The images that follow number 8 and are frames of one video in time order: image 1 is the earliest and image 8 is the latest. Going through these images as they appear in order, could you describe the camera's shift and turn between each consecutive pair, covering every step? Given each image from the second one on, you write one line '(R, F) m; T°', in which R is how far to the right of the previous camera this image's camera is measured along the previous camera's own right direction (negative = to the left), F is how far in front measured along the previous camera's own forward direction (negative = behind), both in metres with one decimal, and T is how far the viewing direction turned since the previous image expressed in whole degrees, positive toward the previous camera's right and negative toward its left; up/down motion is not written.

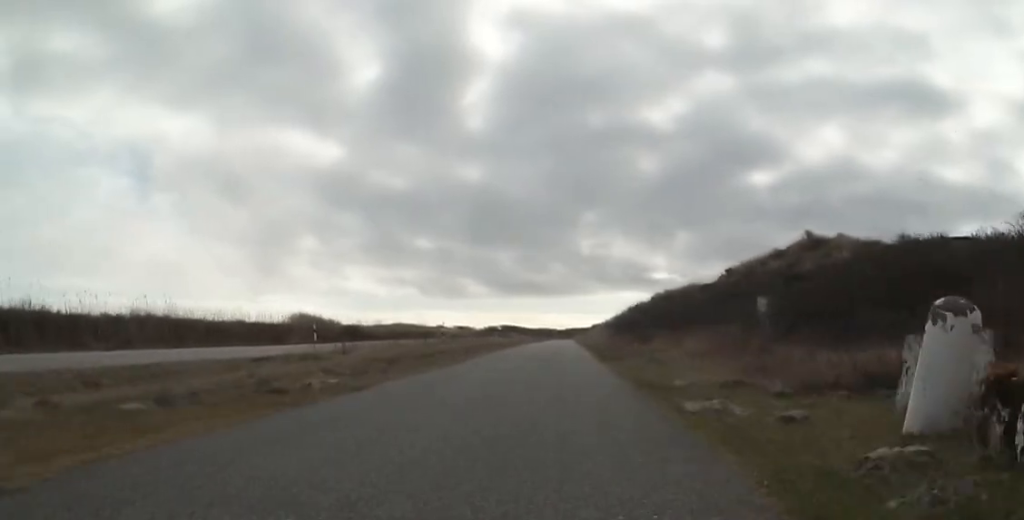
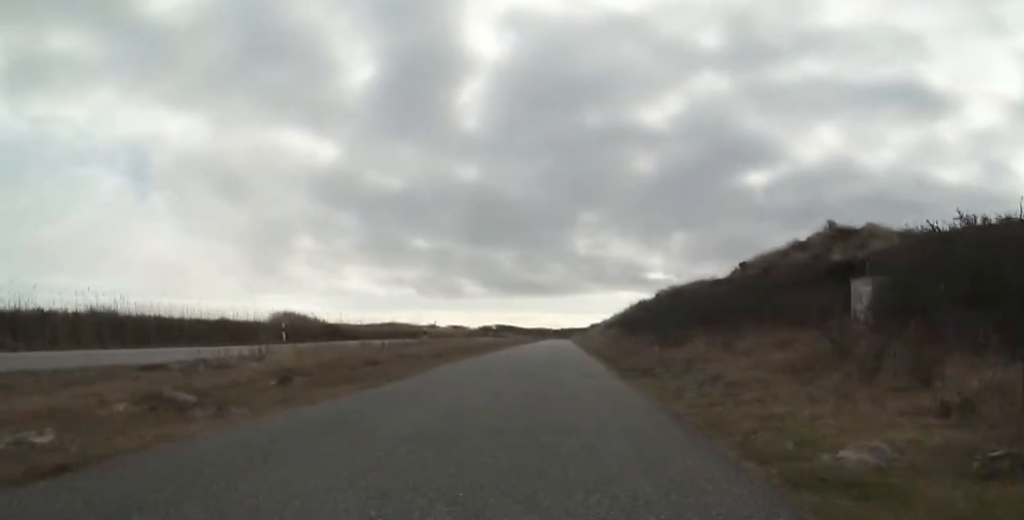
(0.0, +5.0) m; 0°
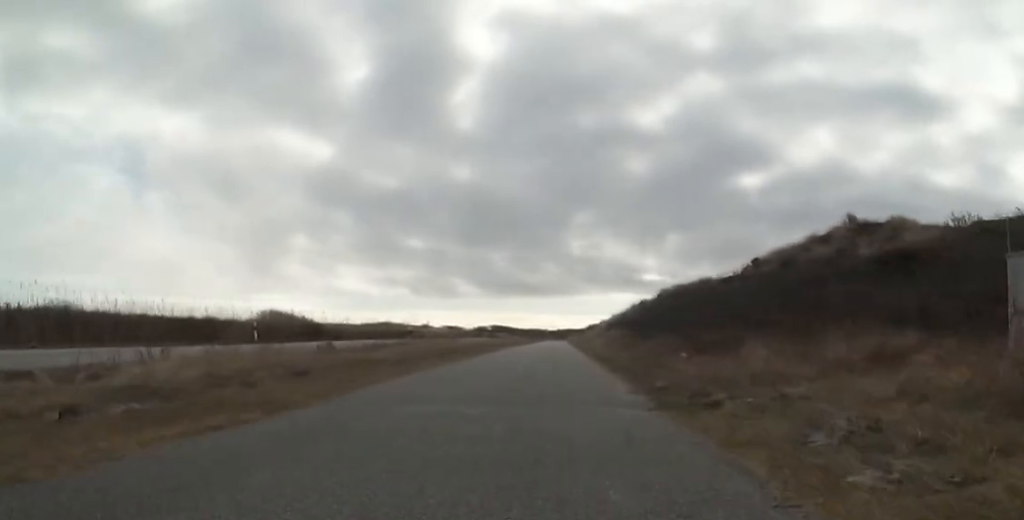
(-0.4, +3.8) m; 0°
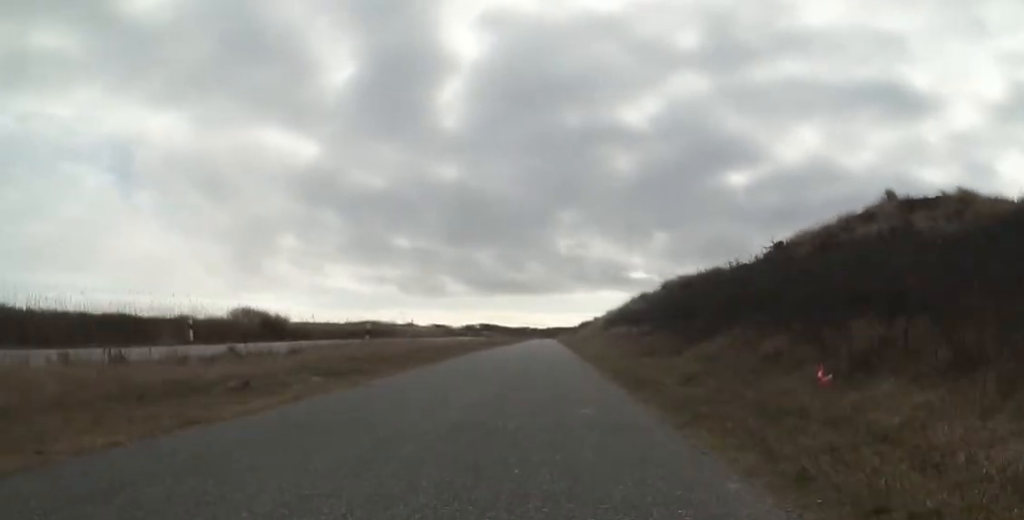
(+0.7, +6.2) m; +5°
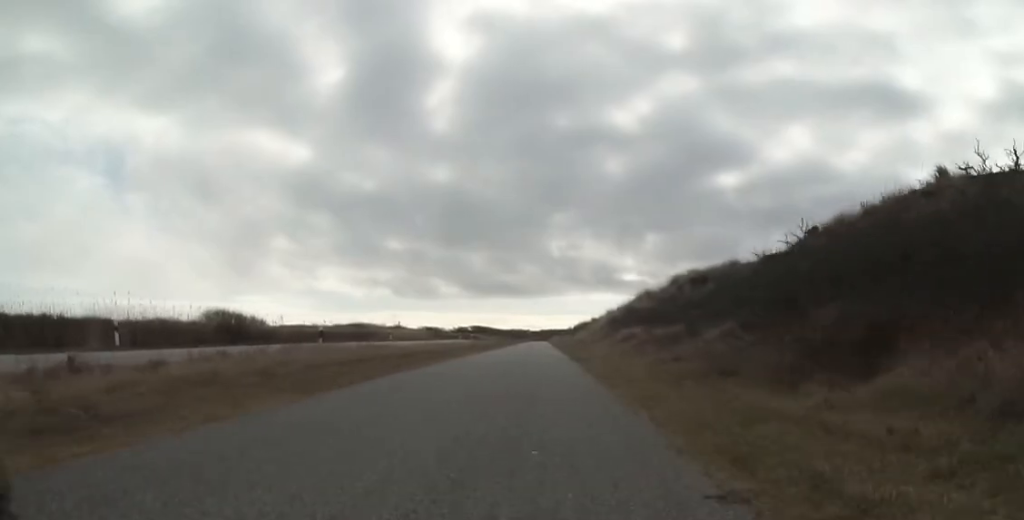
(-0.2, +5.5) m; -5°
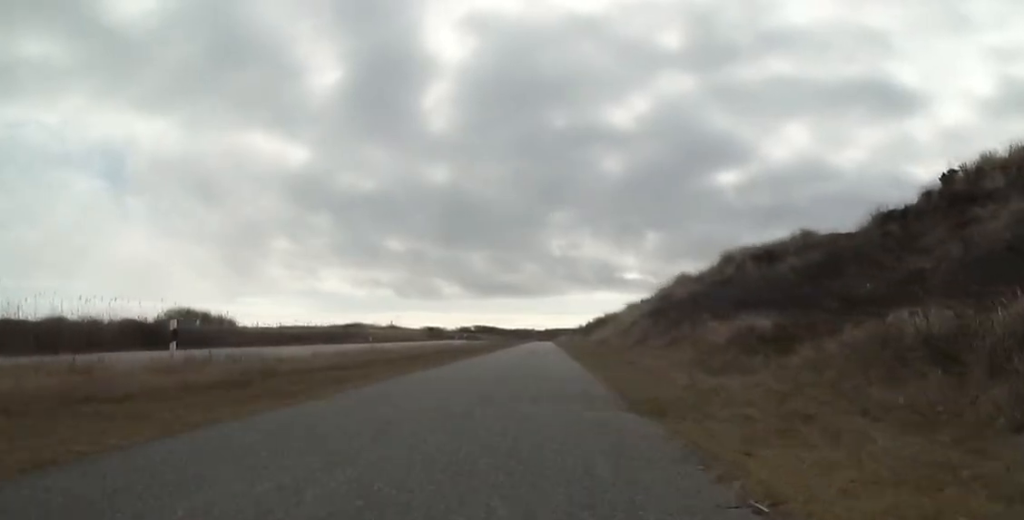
(+0.4, +10.9) m; +4°
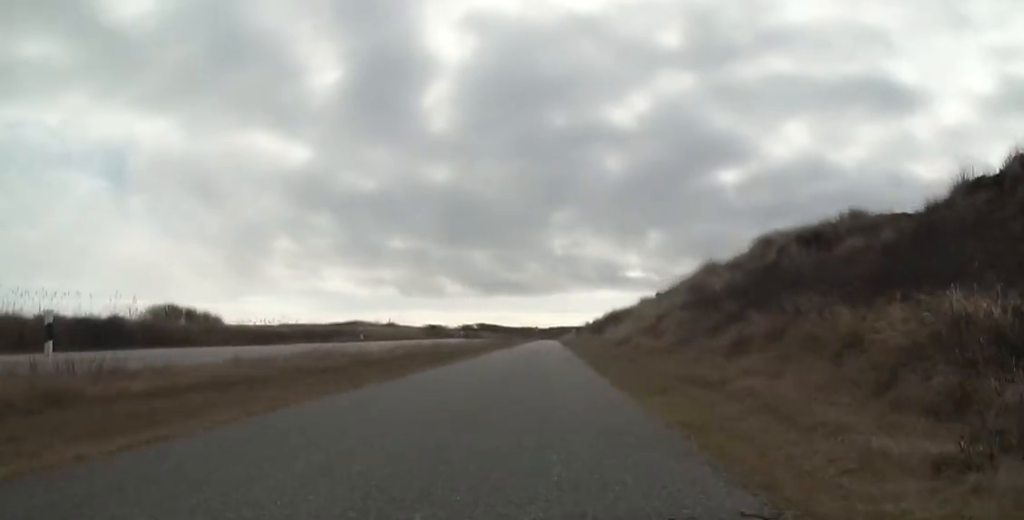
(-0.3, +4.7) m; -3°
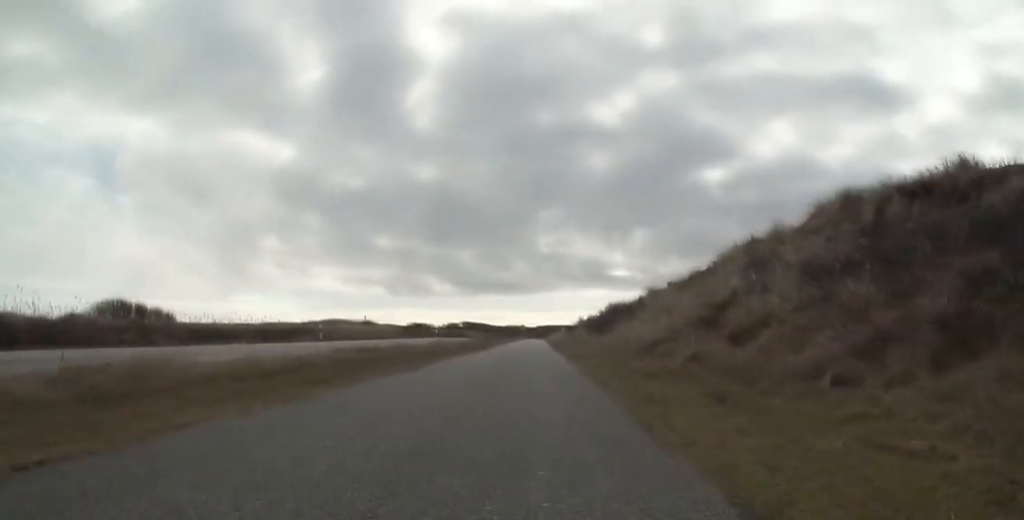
(-0.2, +8.2) m; -4°
